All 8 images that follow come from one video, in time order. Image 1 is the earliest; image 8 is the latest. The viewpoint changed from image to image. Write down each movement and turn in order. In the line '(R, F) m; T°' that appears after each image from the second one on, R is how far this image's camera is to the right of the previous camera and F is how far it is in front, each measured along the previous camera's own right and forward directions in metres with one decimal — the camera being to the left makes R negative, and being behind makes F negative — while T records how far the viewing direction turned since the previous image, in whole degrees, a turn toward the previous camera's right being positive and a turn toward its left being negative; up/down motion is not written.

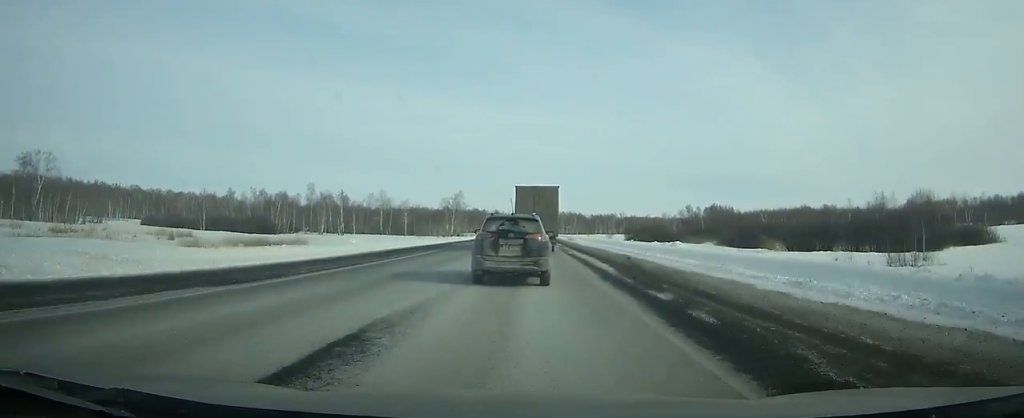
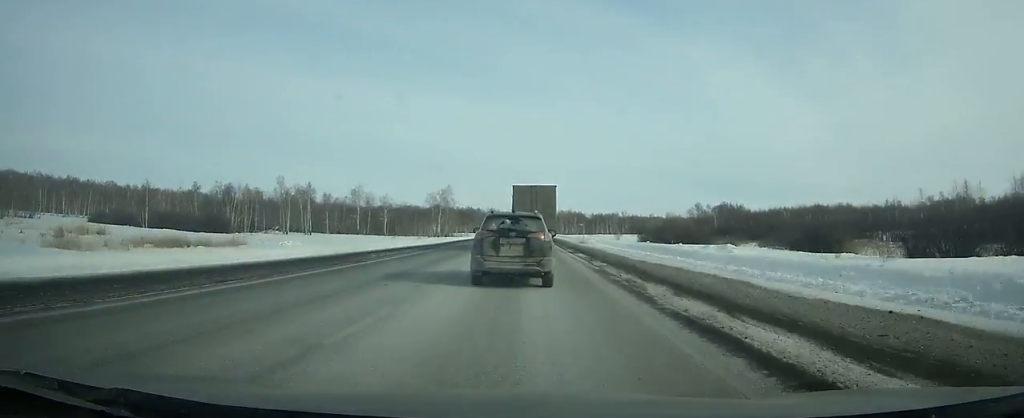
(0.0, +25.8) m; 0°
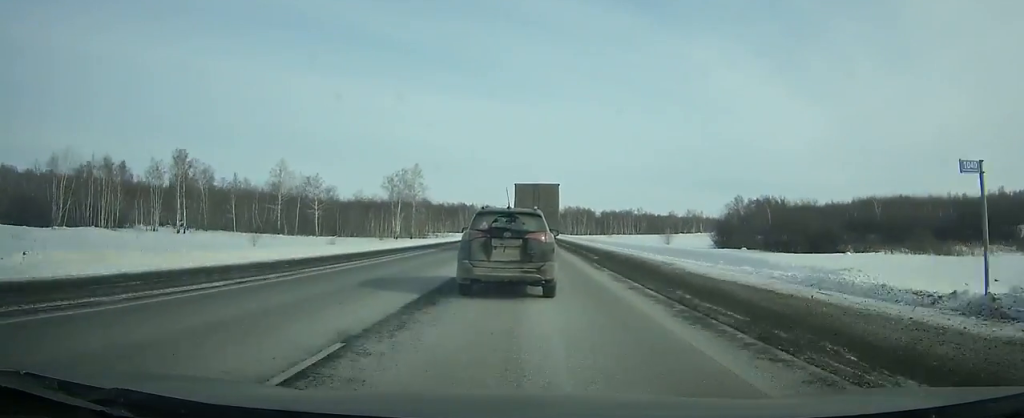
(0.0, +61.9) m; 0°
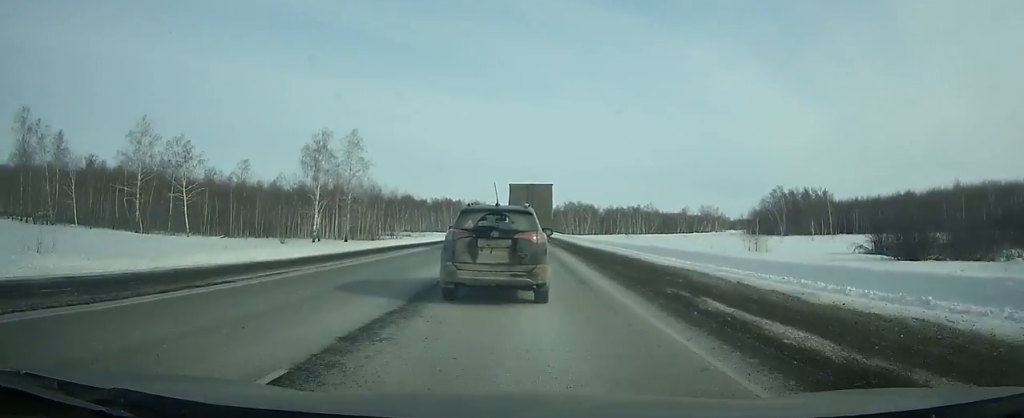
(+0.1, +48.5) m; 0°
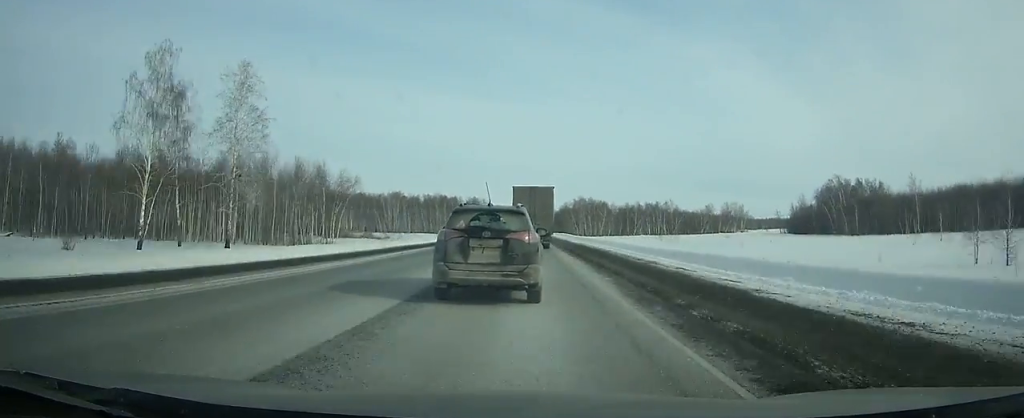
(+0.1, +41.9) m; 0°
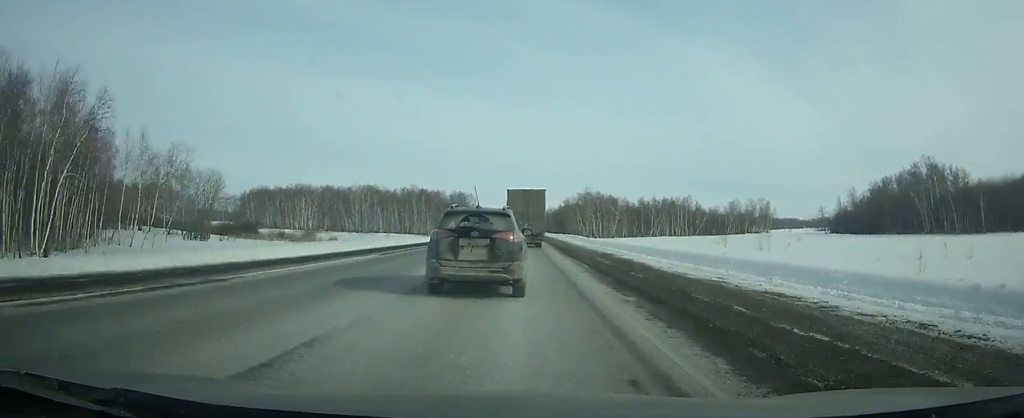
(+0.1, +48.0) m; 0°
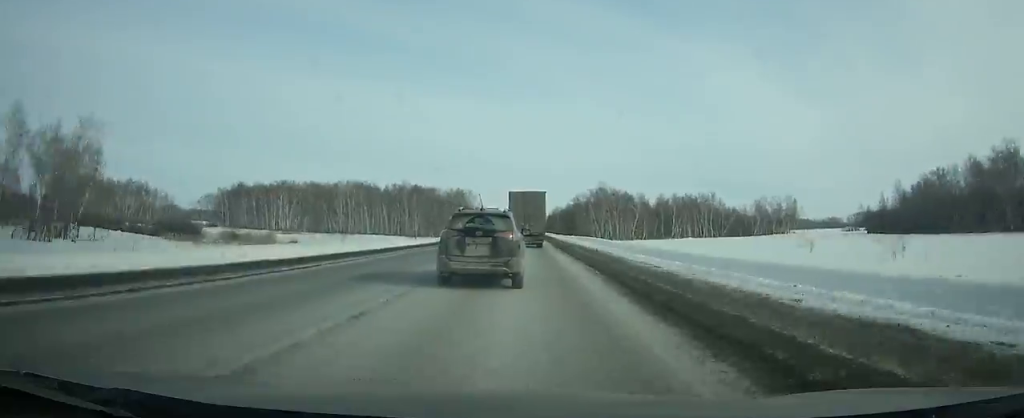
(-0.1, +27.4) m; 0°
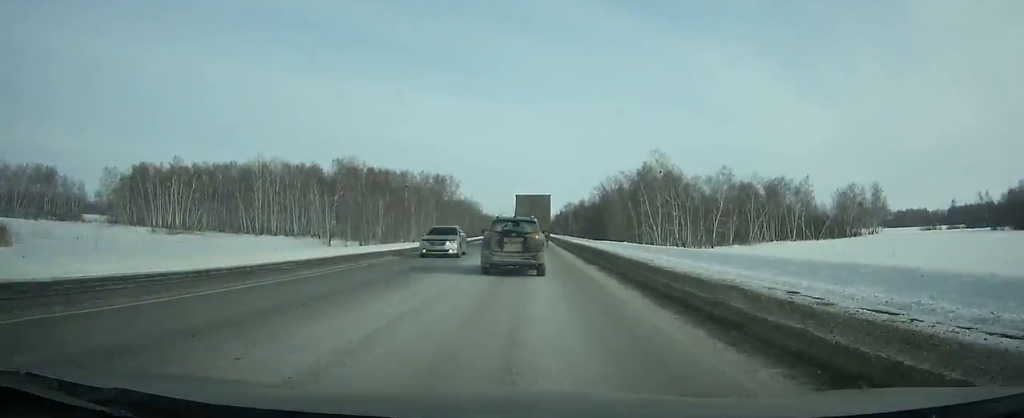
(-0.3, +70.4) m; 0°
